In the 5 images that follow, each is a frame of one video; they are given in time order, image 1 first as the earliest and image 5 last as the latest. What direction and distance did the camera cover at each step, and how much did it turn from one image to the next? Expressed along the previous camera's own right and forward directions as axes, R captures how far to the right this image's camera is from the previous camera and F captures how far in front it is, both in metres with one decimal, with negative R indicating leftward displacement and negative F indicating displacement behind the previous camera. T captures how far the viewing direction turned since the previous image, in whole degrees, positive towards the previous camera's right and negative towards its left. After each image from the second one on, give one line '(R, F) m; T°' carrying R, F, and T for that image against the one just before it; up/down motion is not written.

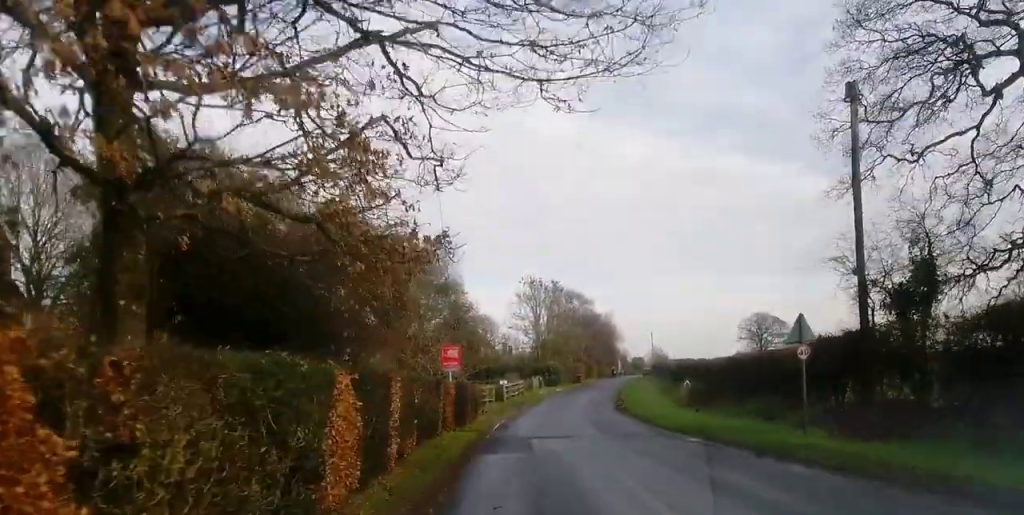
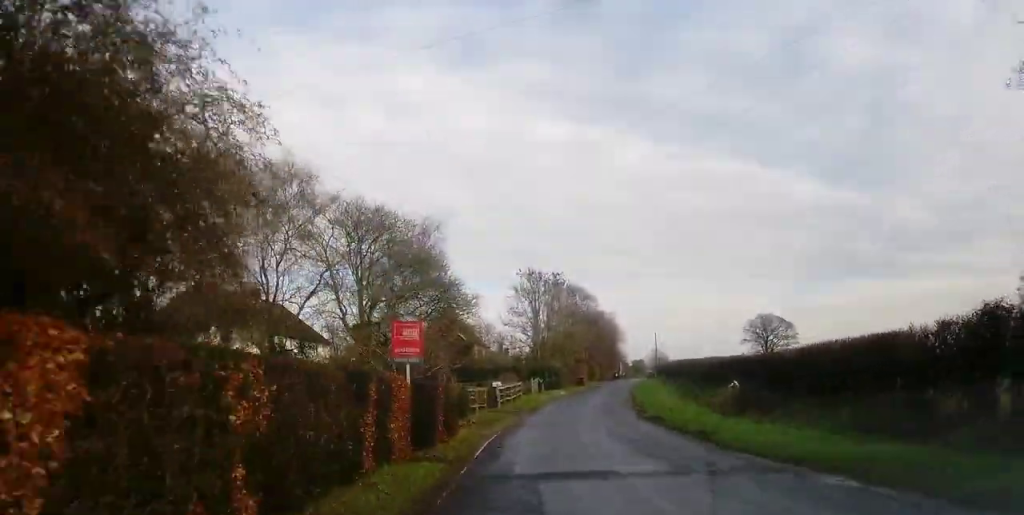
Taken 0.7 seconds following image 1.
(-0.1, +8.7) m; -1°
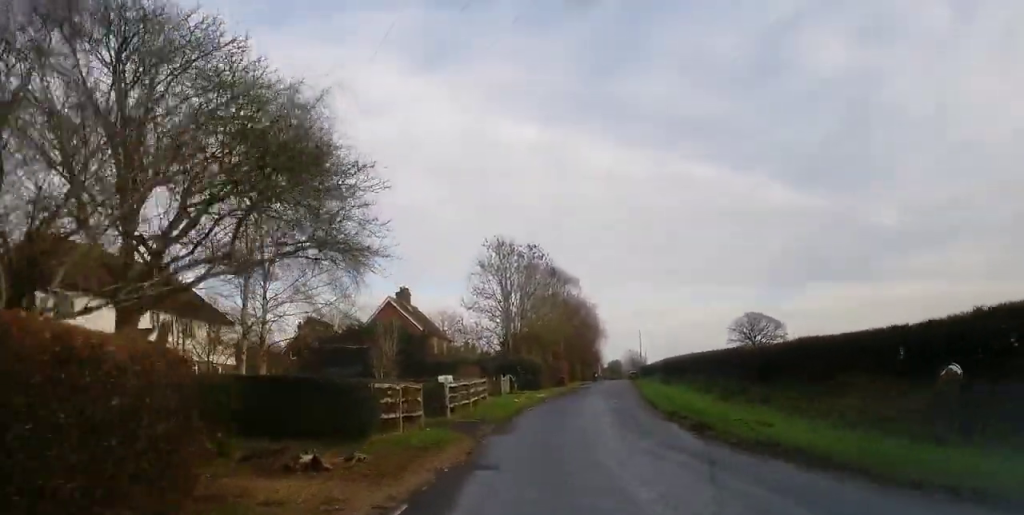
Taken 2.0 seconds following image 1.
(-0.1, +16.5) m; +2°
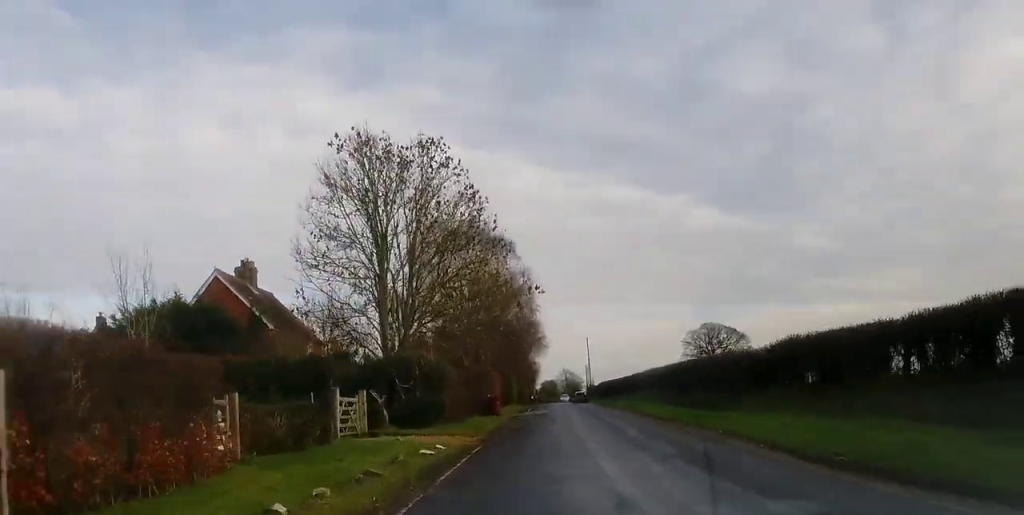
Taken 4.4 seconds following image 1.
(+1.5, +32.5) m; +3°
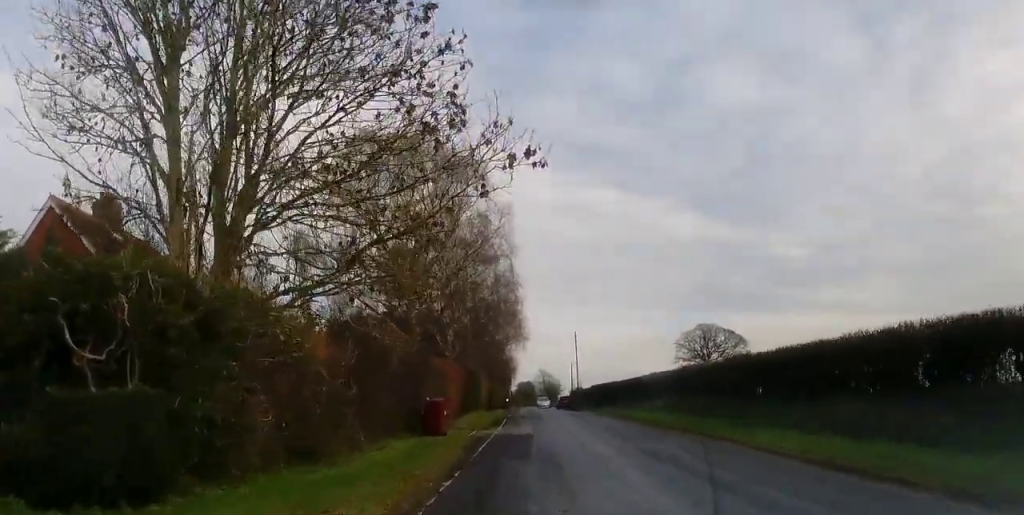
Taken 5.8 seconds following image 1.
(+0.5, +19.8) m; +3°
